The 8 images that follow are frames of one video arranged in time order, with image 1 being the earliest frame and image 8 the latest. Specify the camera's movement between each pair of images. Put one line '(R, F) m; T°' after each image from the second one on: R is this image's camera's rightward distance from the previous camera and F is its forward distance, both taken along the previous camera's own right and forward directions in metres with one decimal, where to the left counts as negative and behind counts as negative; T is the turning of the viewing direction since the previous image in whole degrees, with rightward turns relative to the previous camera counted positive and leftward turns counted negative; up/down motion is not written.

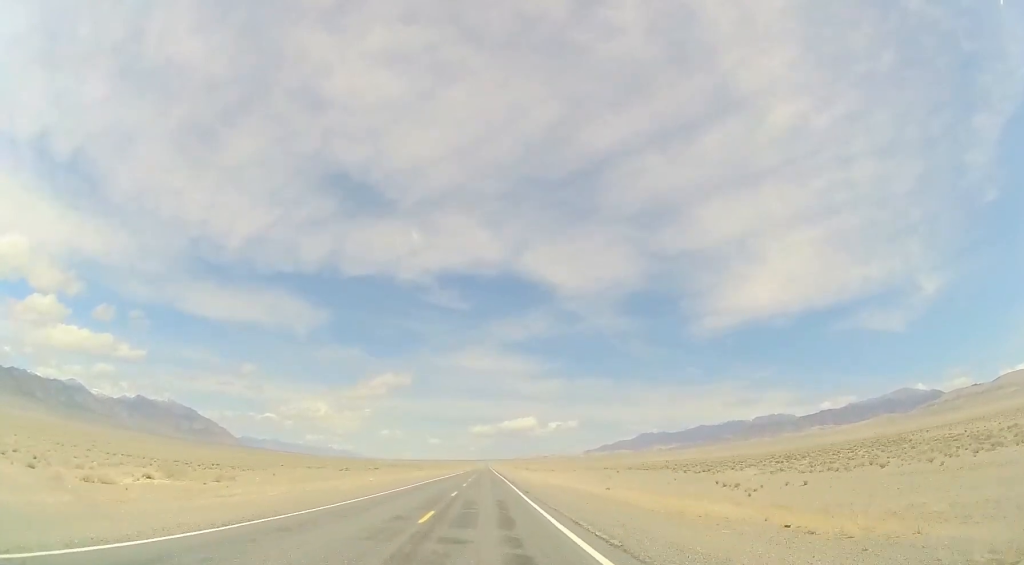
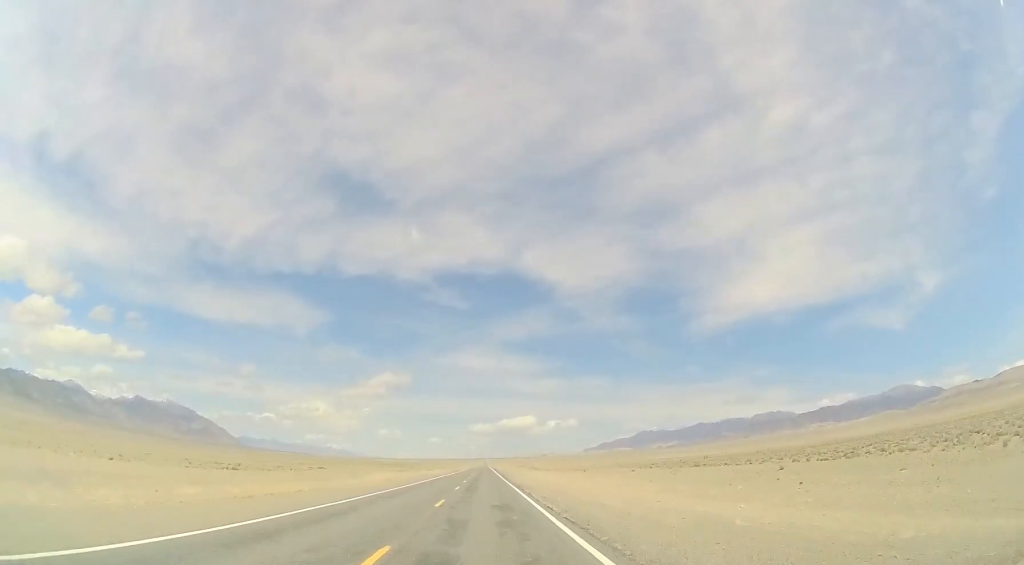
(0.0, +35.9) m; 0°
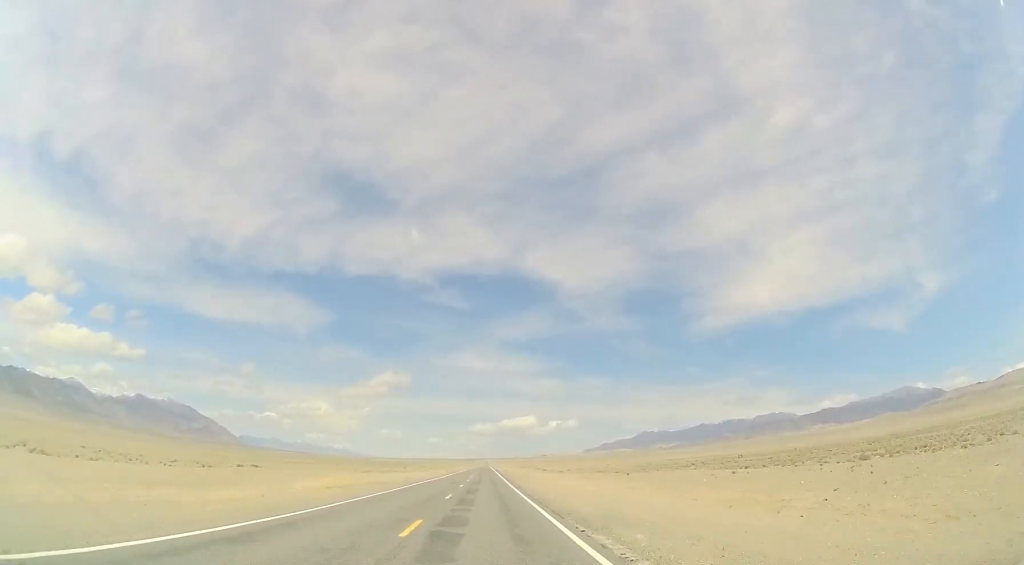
(0.0, +22.1) m; 0°
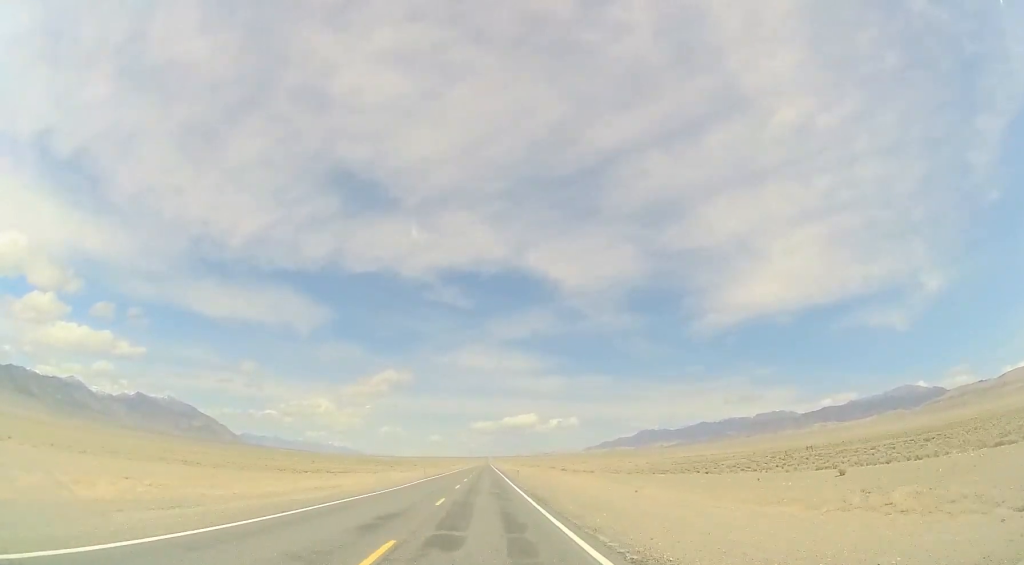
(+0.2, +32.3) m; 0°
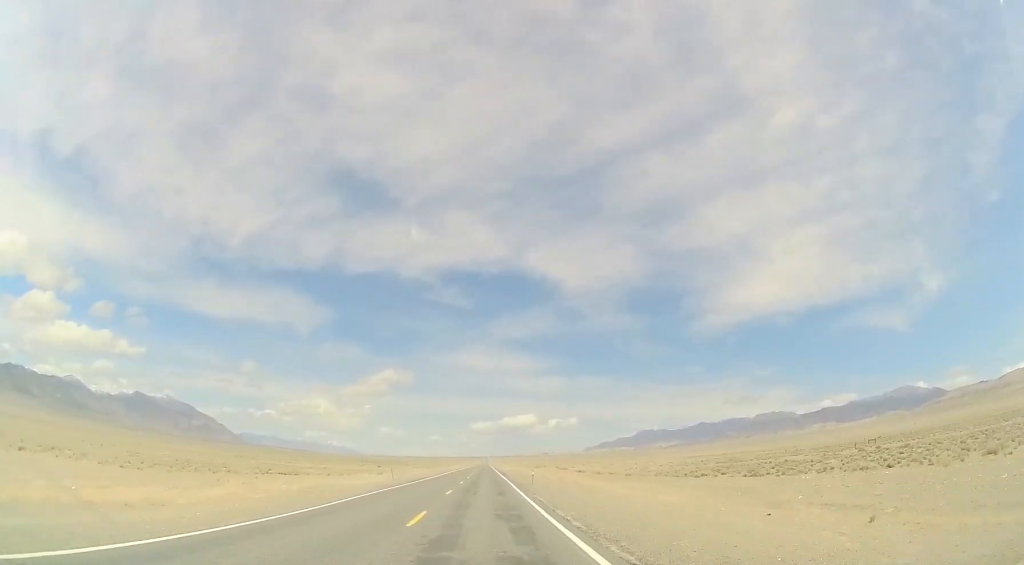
(0.0, +21.5) m; +1°
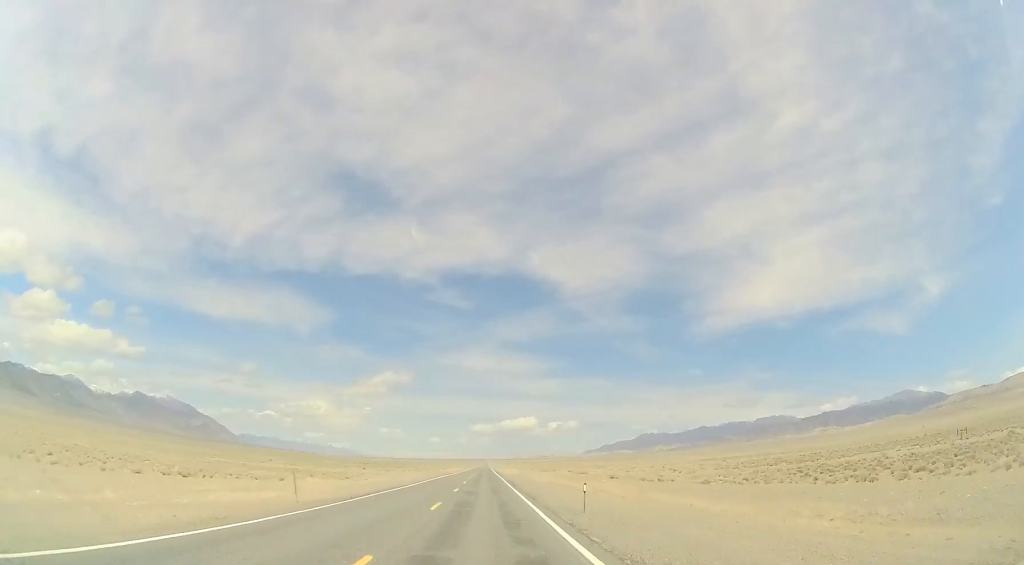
(+0.2, +21.4) m; 0°
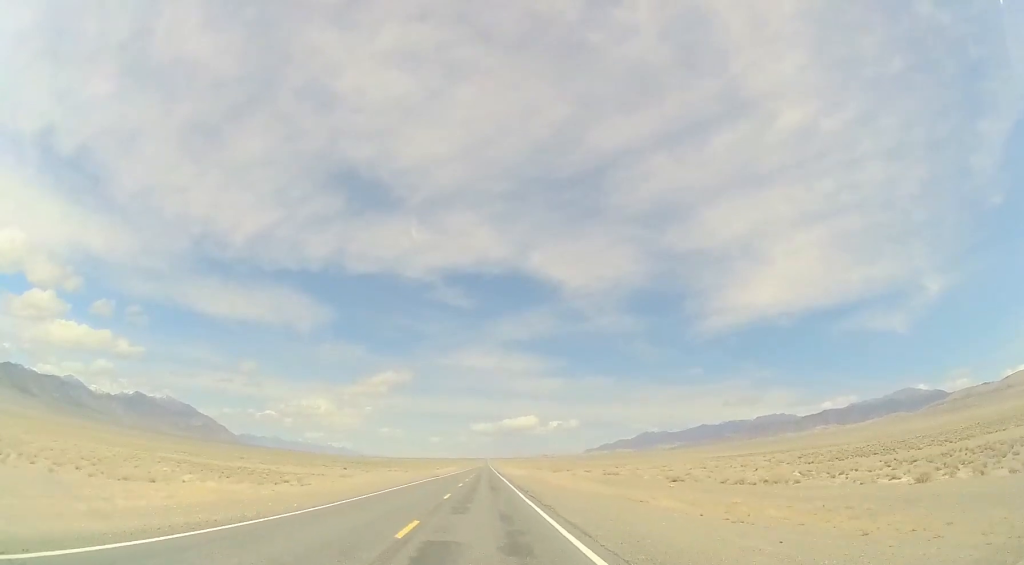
(+0.3, +21.3) m; -1°
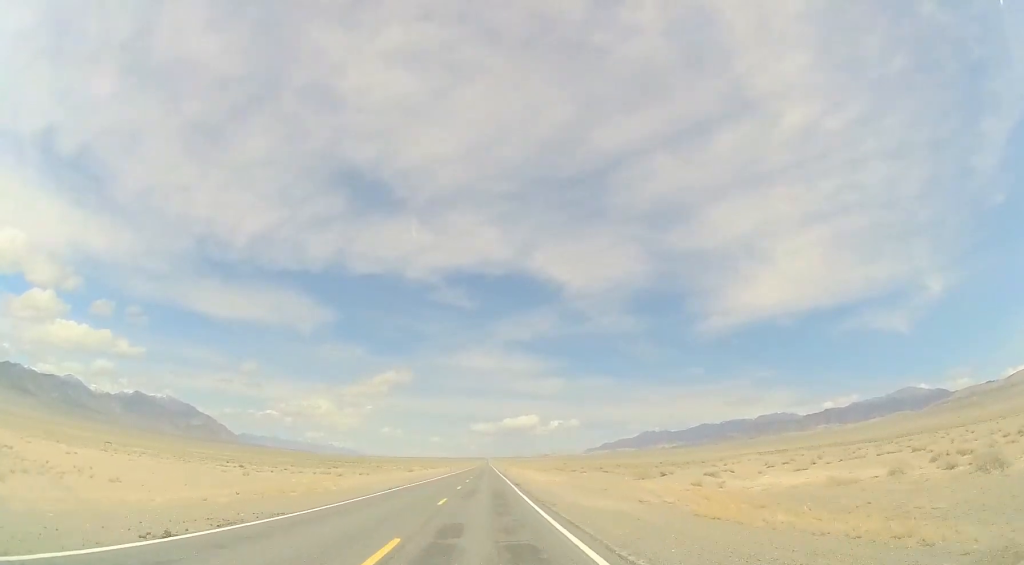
(-1.4, +58.1) m; -1°
